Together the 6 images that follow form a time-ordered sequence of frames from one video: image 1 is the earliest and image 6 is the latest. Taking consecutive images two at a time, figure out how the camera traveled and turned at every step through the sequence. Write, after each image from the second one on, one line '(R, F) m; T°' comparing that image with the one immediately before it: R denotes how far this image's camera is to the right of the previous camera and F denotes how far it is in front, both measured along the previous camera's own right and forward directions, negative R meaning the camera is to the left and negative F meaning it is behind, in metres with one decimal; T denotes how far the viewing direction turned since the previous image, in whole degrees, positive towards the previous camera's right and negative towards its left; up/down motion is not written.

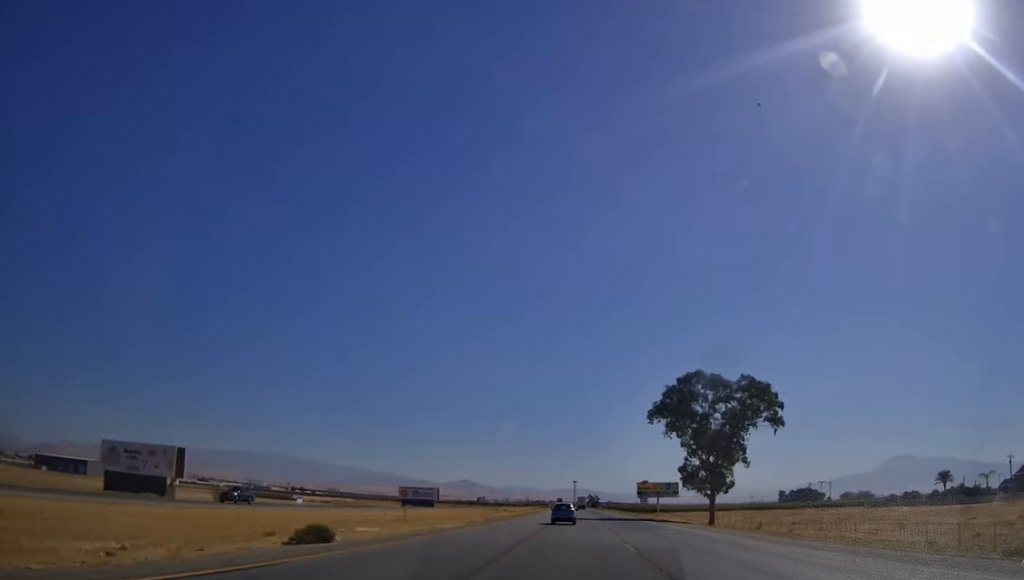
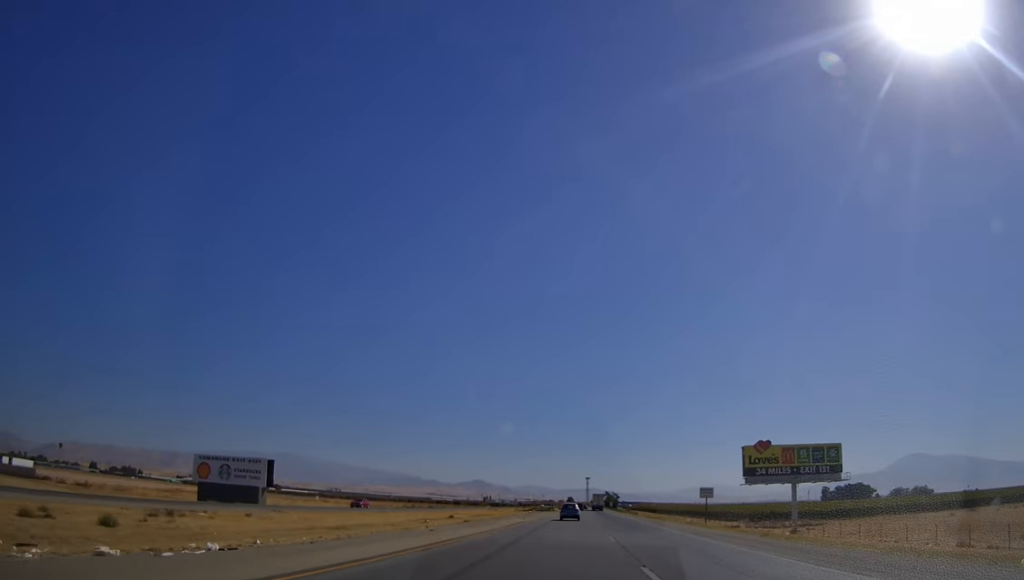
(-0.3, +126.5) m; 0°
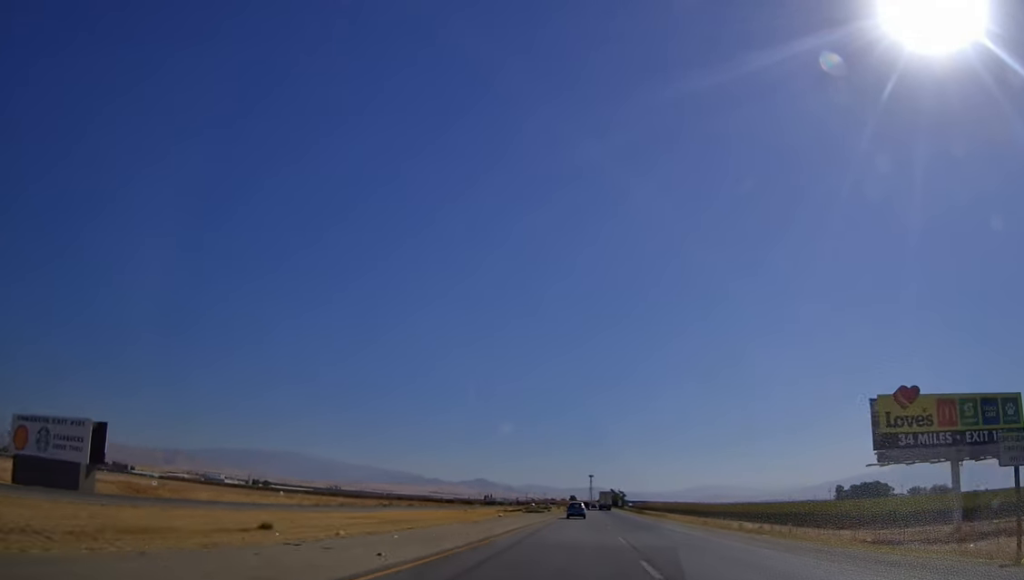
(-0.3, +41.6) m; 0°
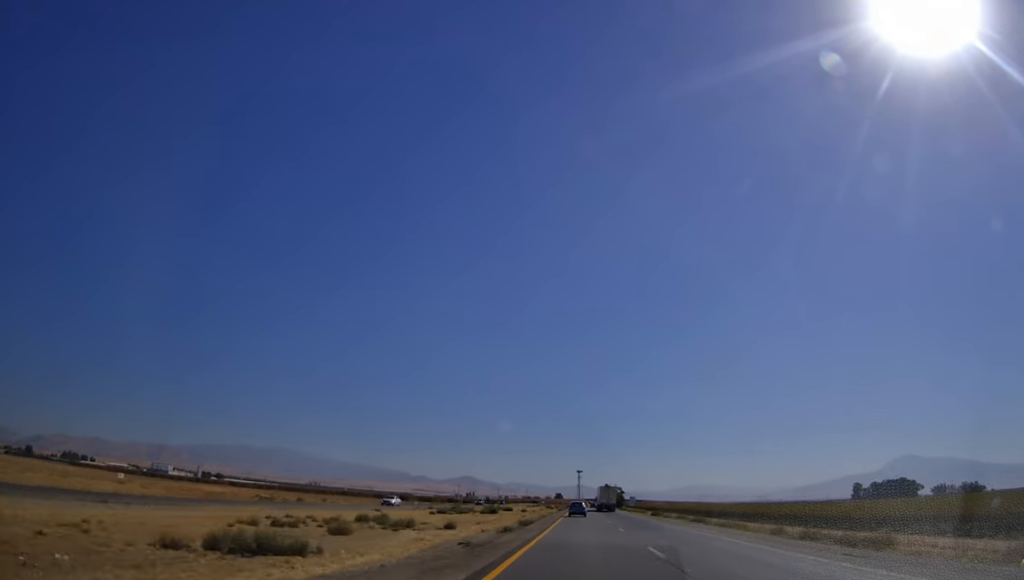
(0.0, +95.4) m; 0°
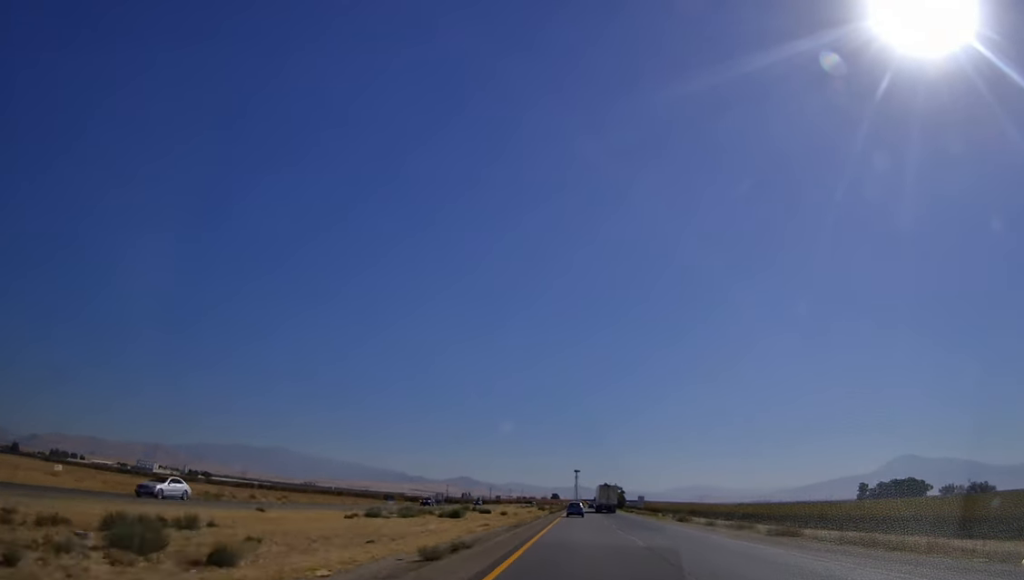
(-0.1, +25.0) m; 0°
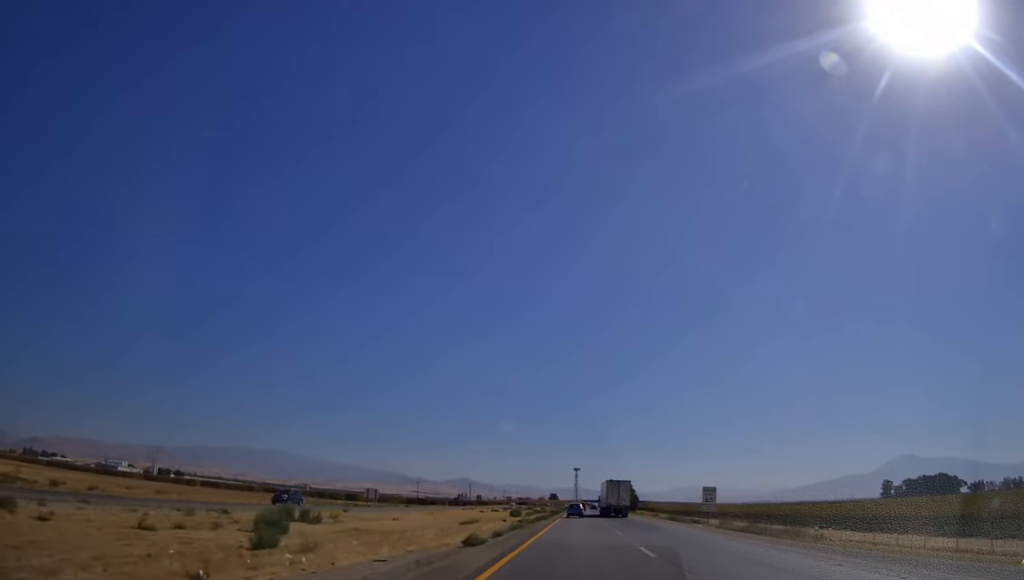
(+0.3, +65.9) m; 0°
